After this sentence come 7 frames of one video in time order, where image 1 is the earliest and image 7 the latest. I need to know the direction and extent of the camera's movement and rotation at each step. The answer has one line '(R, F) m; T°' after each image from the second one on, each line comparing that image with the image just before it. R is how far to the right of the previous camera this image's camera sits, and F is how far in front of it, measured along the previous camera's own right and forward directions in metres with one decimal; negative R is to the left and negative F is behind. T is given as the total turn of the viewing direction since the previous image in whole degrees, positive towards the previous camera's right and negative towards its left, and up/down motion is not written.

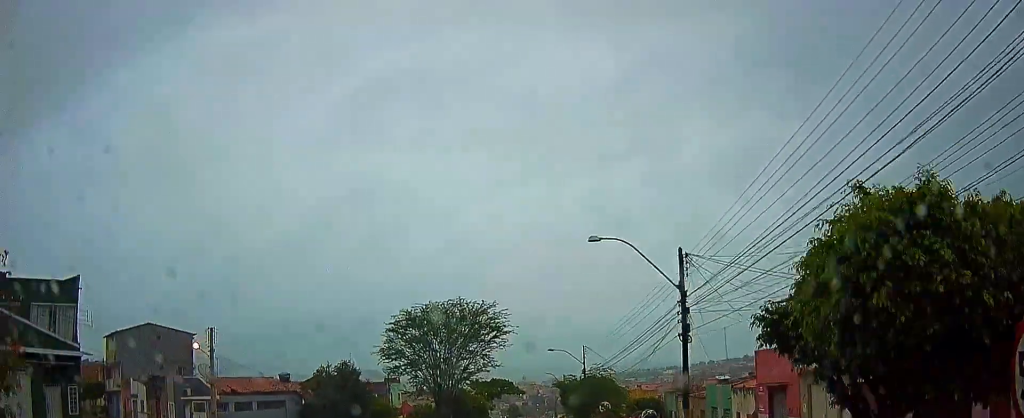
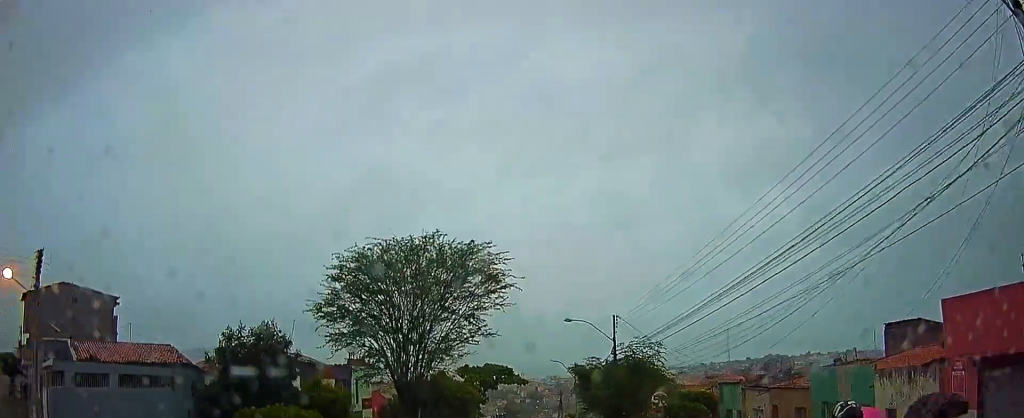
(+0.2, +12.6) m; +2°
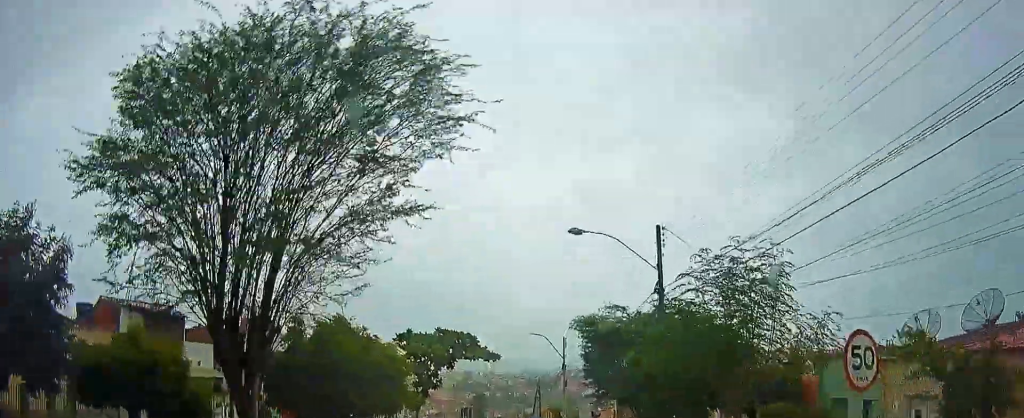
(+0.1, +14.4) m; 0°
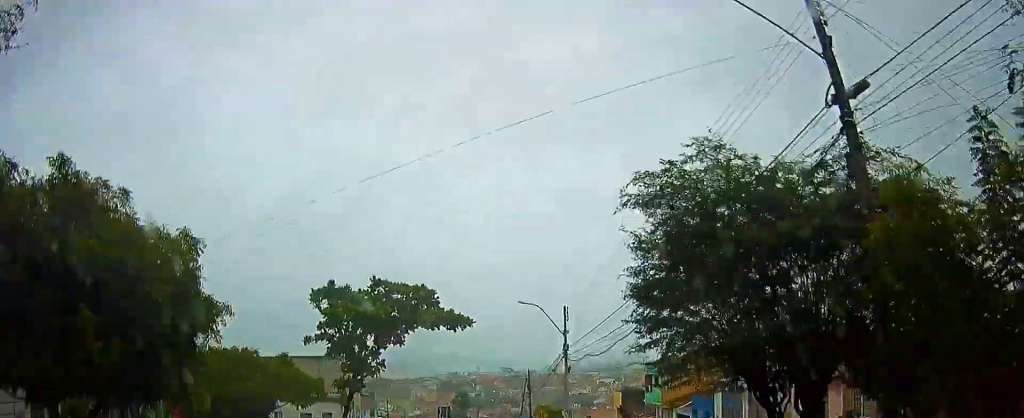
(0.0, +11.3) m; 0°
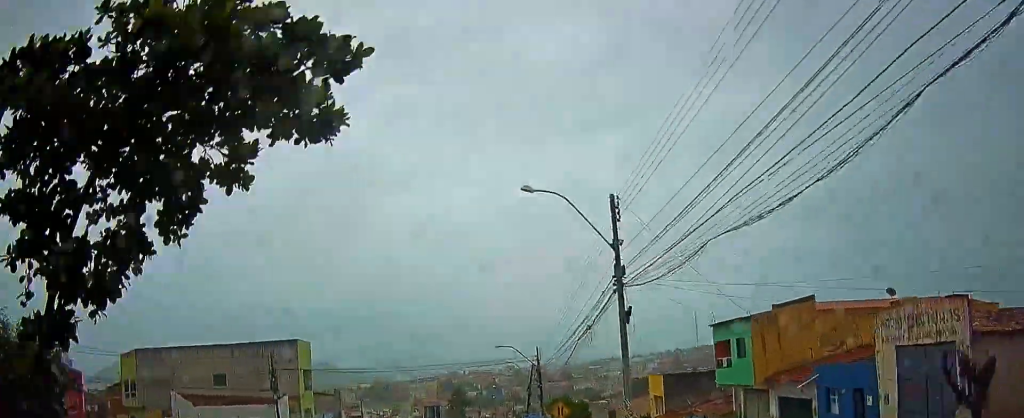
(-0.1, +14.9) m; 0°
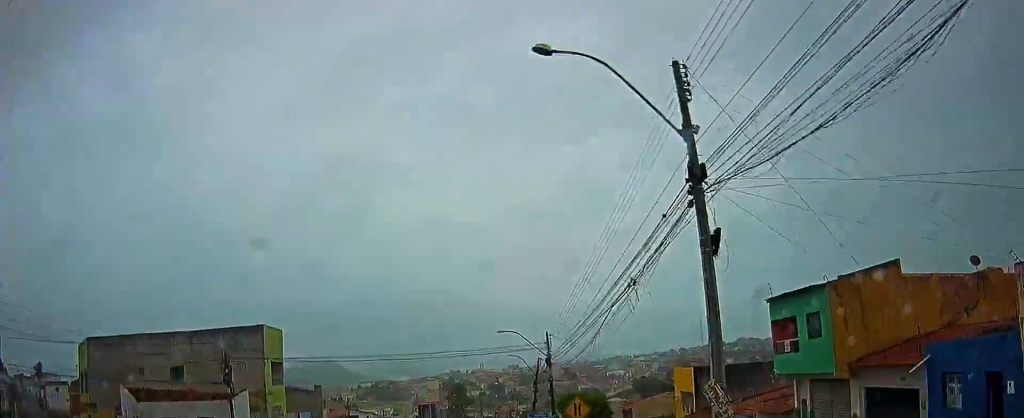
(0.0, +6.6) m; 0°
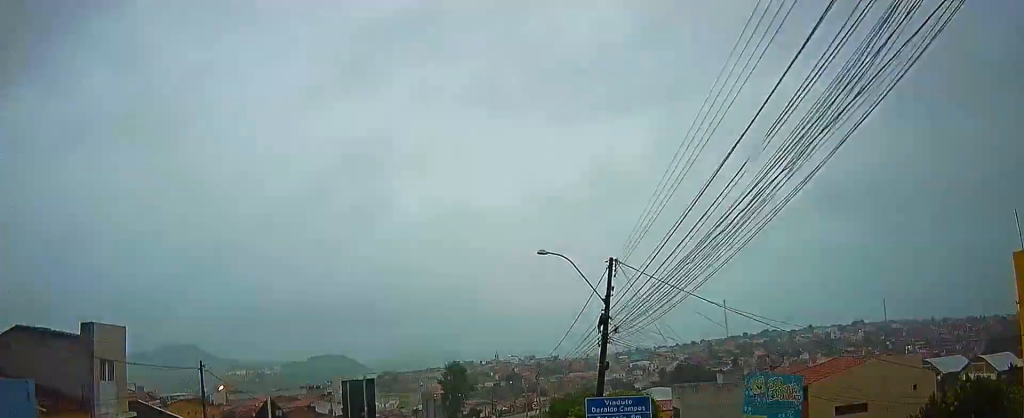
(+0.2, +32.5) m; +2°
